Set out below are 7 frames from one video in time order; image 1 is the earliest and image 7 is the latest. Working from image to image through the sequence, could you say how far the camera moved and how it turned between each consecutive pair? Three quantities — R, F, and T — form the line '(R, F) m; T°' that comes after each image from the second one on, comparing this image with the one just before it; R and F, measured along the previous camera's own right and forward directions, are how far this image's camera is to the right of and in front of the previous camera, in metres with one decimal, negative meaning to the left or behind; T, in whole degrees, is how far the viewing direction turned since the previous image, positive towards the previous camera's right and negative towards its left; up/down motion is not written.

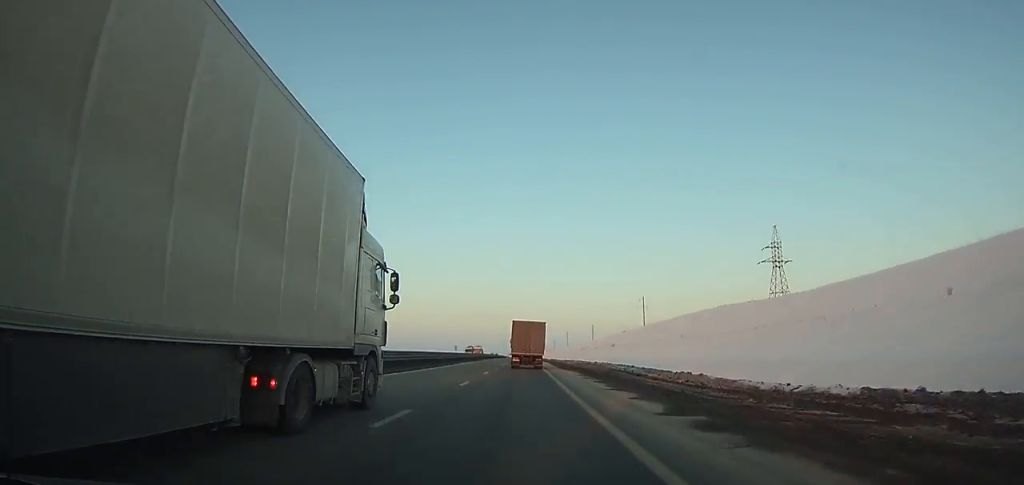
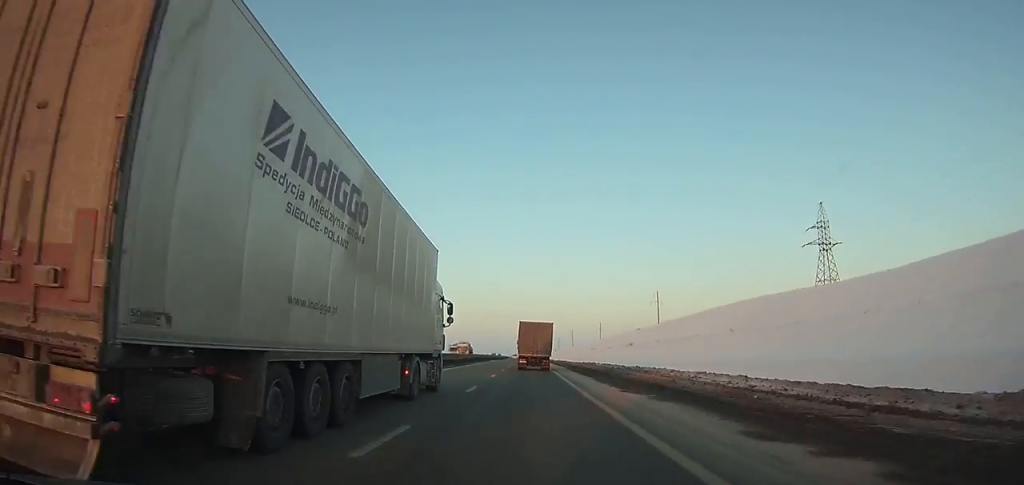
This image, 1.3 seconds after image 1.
(-0.2, +27.2) m; 0°
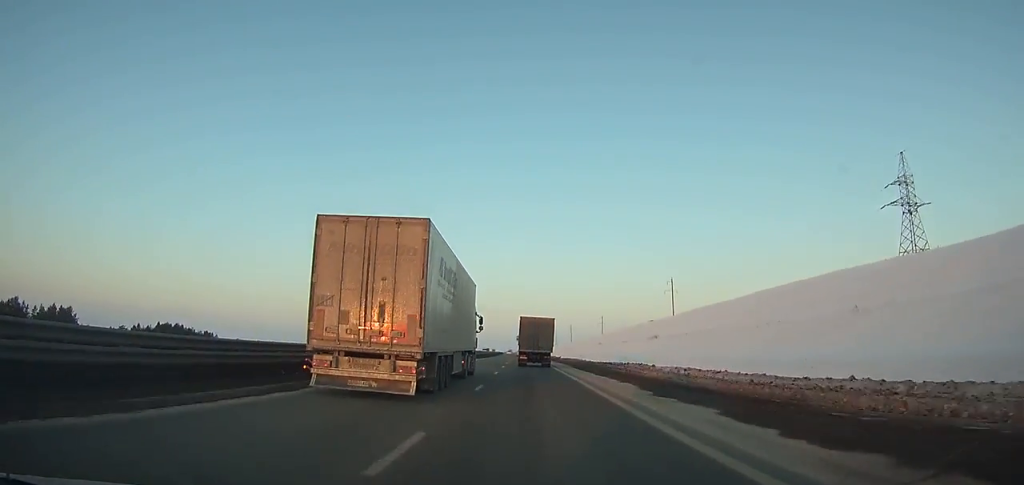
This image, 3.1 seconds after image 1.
(+0.2, +38.9) m; 0°
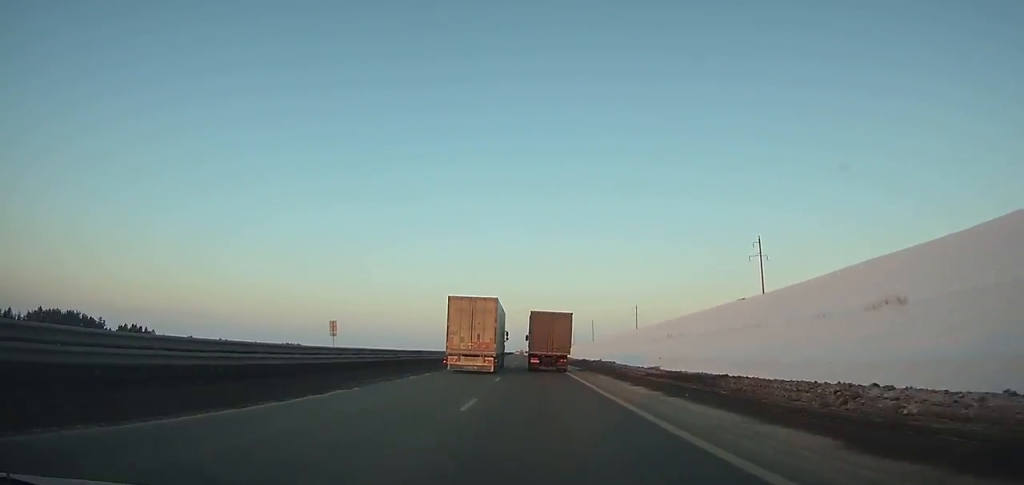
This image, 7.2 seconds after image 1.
(-0.9, +91.8) m; -1°
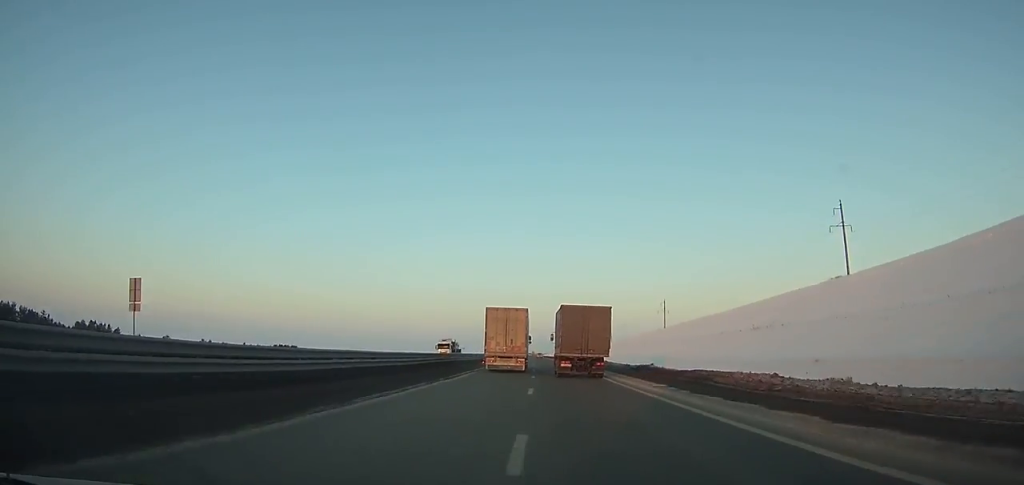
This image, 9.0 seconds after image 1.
(-0.2, +42.8) m; 0°
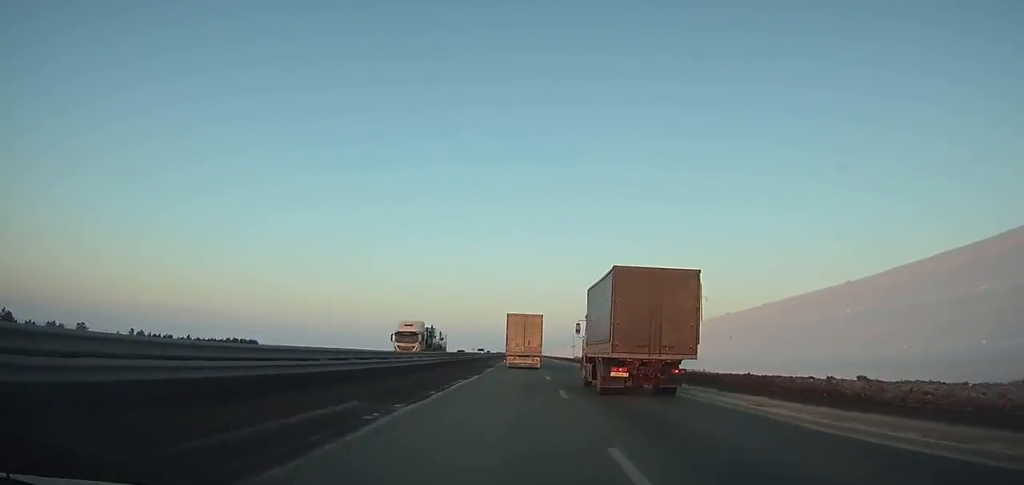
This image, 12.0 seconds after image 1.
(0.0, +73.3) m; 0°
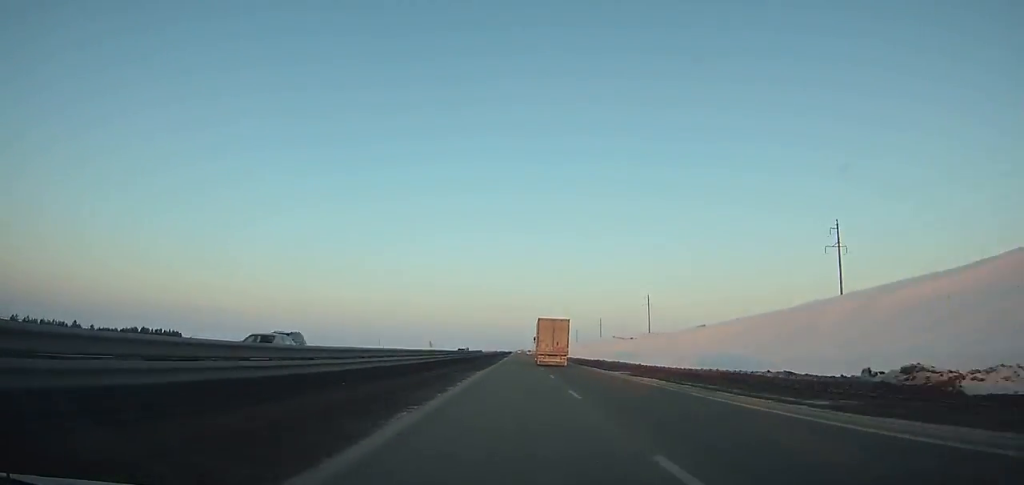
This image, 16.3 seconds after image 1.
(+0.6, +108.3) m; +1°
